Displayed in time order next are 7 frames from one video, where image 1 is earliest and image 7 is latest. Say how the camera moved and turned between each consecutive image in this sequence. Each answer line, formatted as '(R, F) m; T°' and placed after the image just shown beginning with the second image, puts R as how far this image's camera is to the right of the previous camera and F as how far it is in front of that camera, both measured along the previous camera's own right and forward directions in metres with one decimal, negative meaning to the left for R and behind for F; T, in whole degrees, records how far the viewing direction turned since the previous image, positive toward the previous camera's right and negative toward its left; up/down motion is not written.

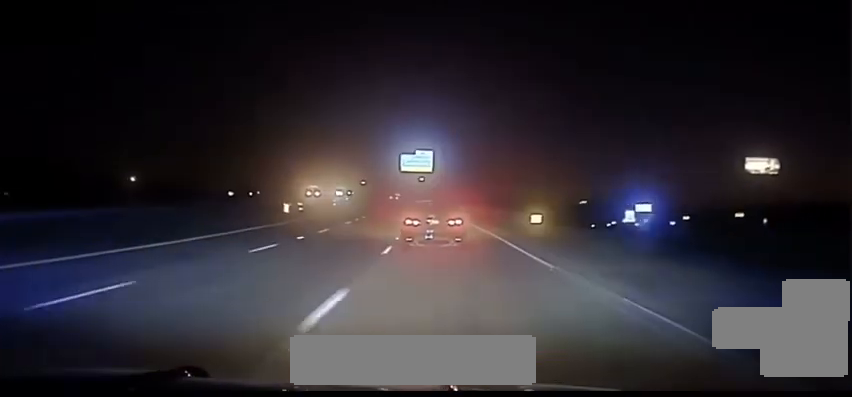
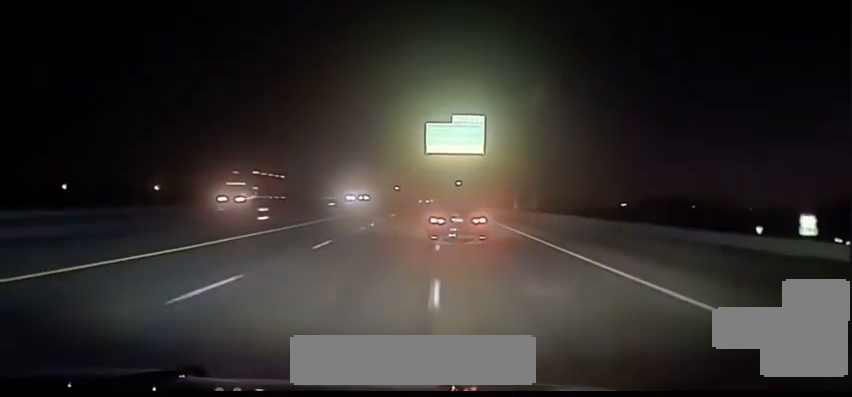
(-1.1, +59.1) m; -1°
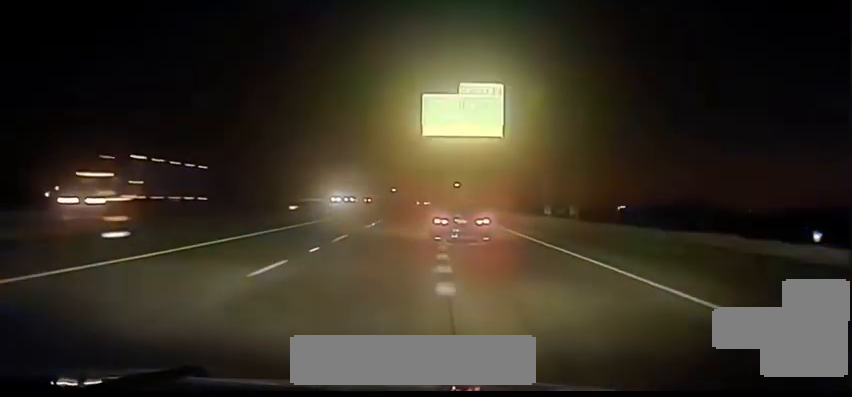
(+0.1, +20.6) m; 0°
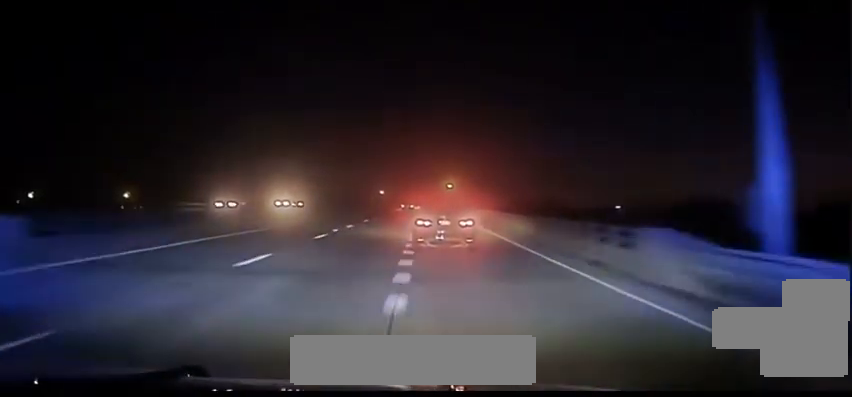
(+0.6, +67.1) m; +1°
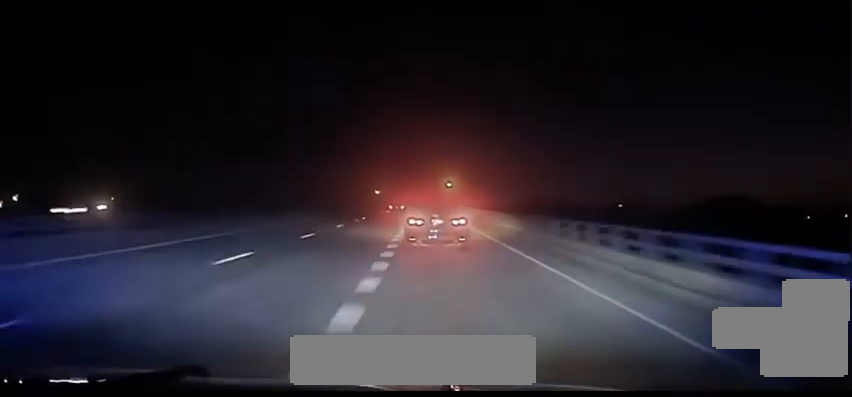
(0.0, +48.4) m; 0°
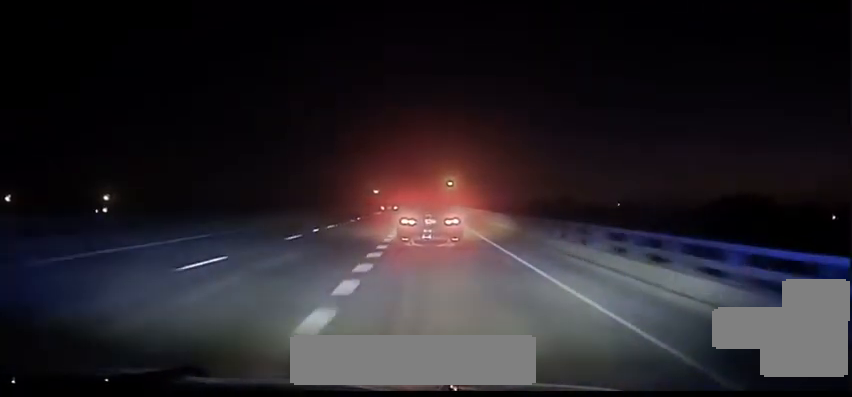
(0.0, +25.7) m; 0°
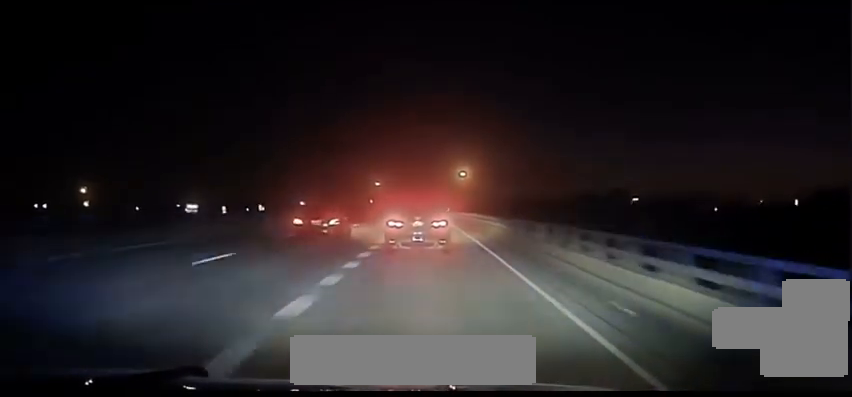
(-0.8, +106.2) m; -1°
